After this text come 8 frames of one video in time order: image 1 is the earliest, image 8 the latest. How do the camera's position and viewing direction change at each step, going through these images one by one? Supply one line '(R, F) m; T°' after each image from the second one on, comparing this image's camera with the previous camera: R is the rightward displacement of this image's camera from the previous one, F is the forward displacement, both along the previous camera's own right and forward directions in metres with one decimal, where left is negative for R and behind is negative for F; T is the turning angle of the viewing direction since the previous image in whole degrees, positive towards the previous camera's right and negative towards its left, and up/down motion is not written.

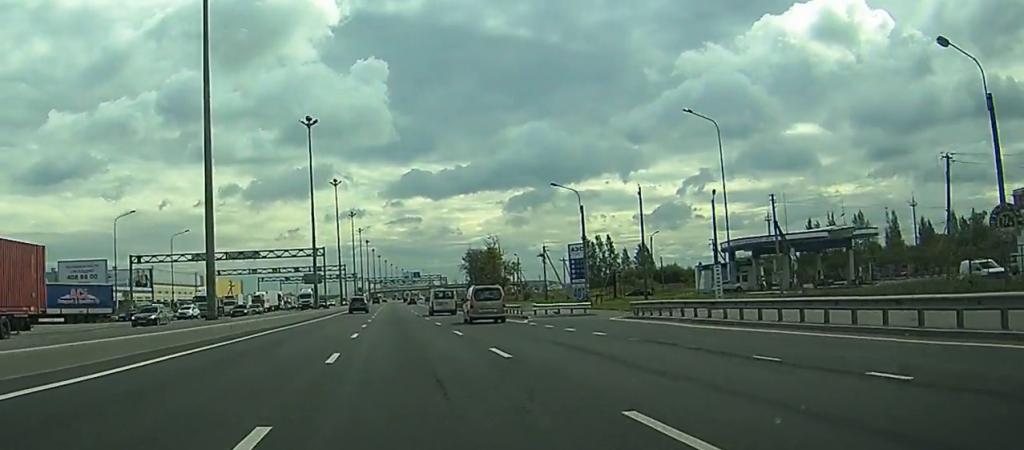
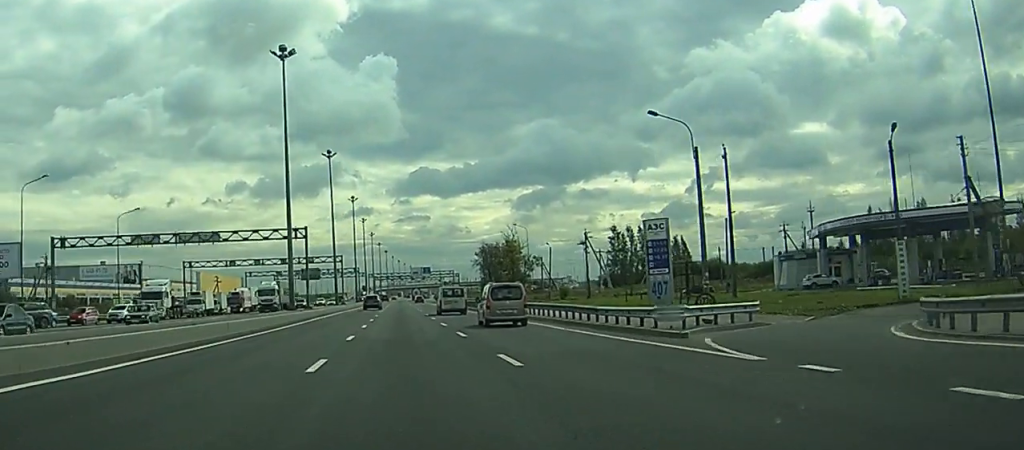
(-0.2, +26.6) m; -1°
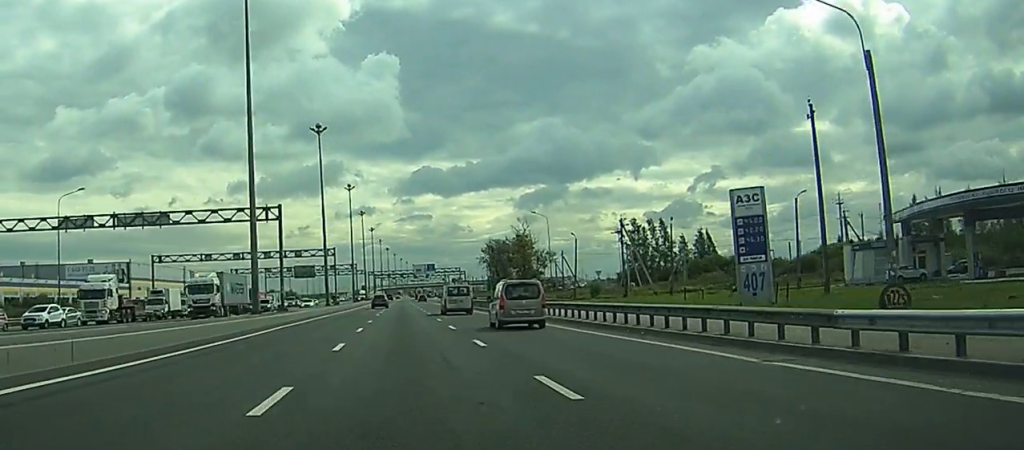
(0.0, +17.5) m; 0°
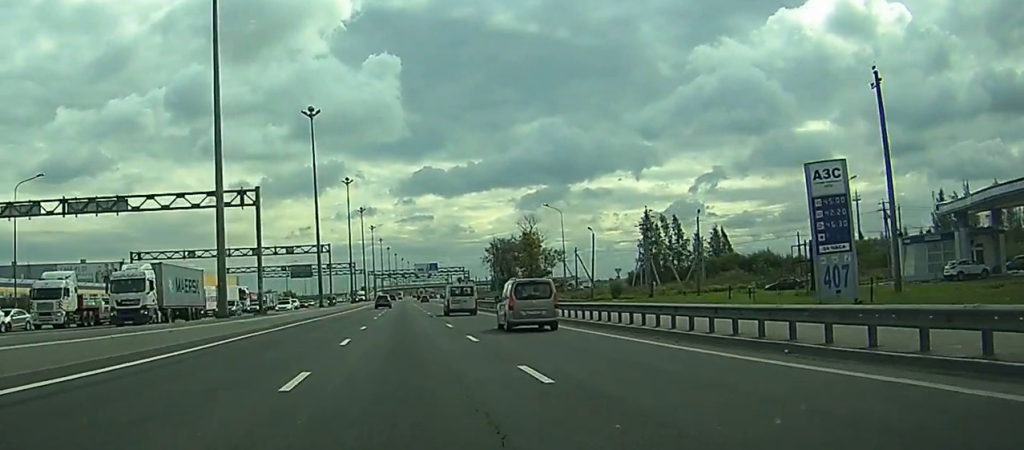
(0.0, +9.4) m; 0°
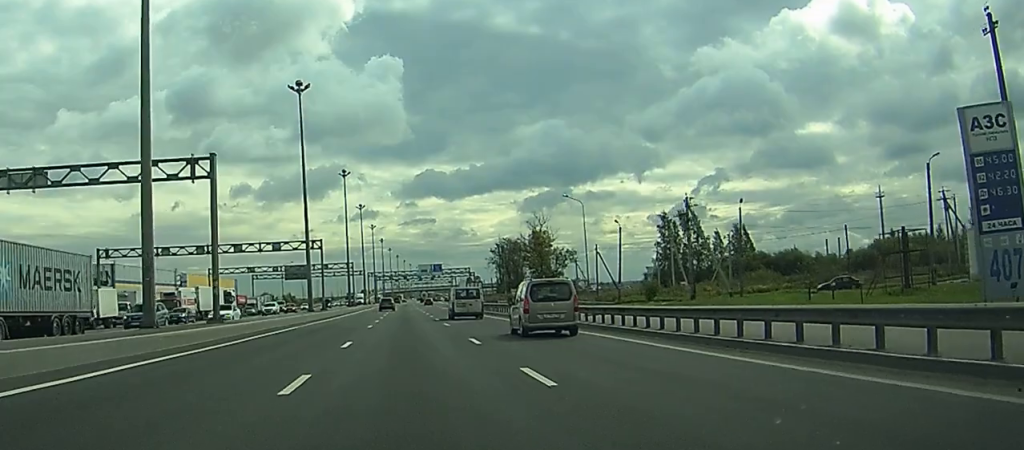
(0.0, +12.1) m; 0°
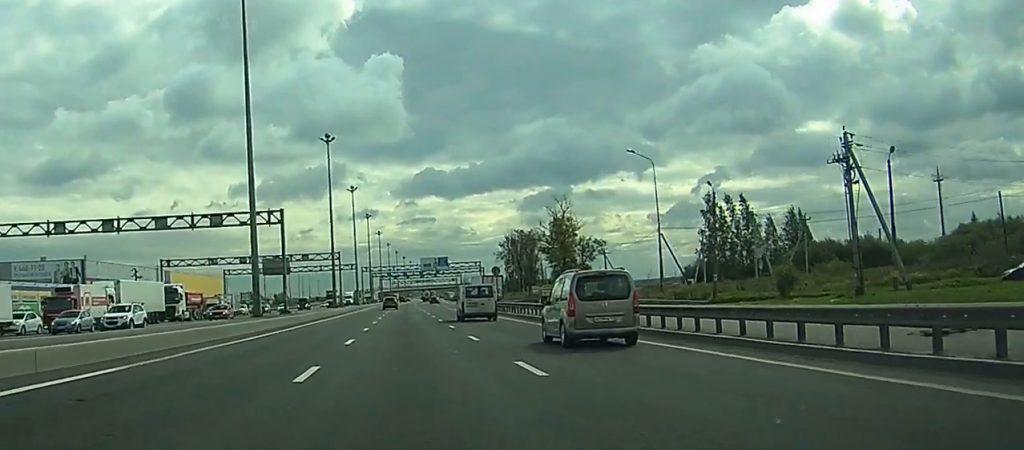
(0.0, +28.1) m; 0°
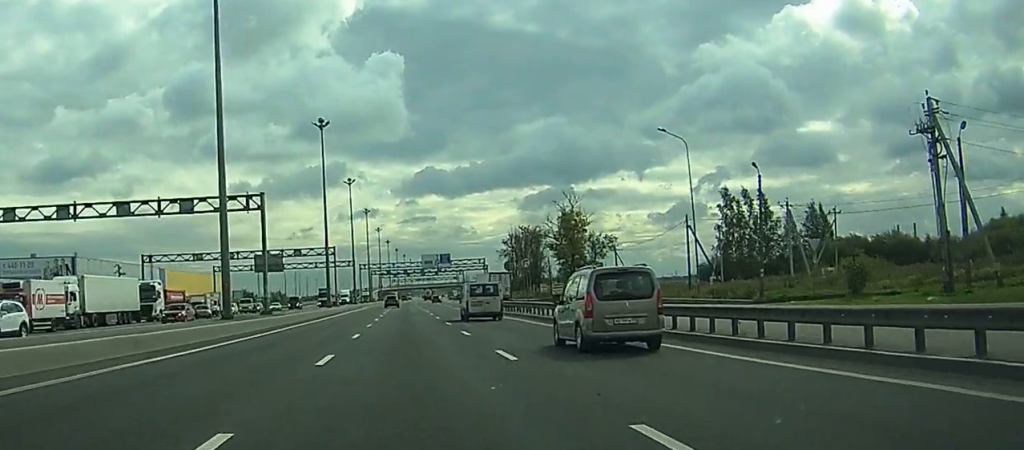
(0.0, +8.4) m; 0°
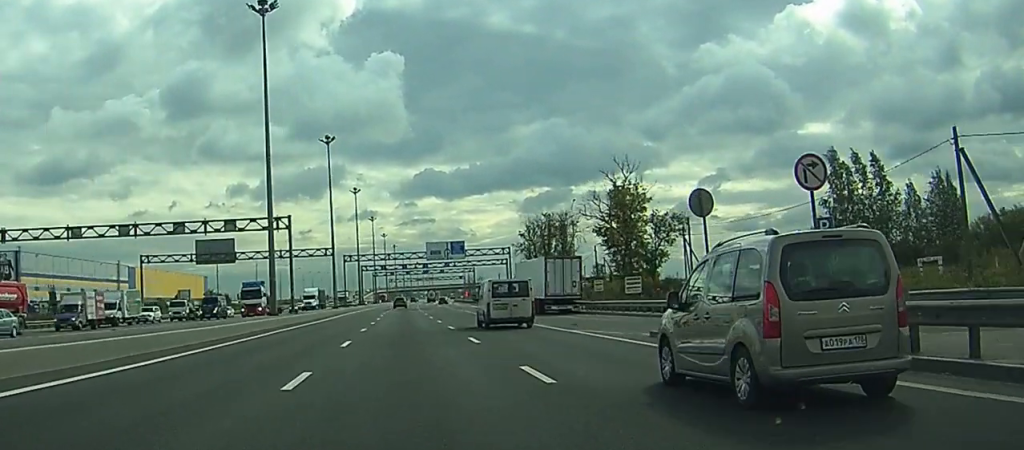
(-0.1, +39.7) m; 0°
